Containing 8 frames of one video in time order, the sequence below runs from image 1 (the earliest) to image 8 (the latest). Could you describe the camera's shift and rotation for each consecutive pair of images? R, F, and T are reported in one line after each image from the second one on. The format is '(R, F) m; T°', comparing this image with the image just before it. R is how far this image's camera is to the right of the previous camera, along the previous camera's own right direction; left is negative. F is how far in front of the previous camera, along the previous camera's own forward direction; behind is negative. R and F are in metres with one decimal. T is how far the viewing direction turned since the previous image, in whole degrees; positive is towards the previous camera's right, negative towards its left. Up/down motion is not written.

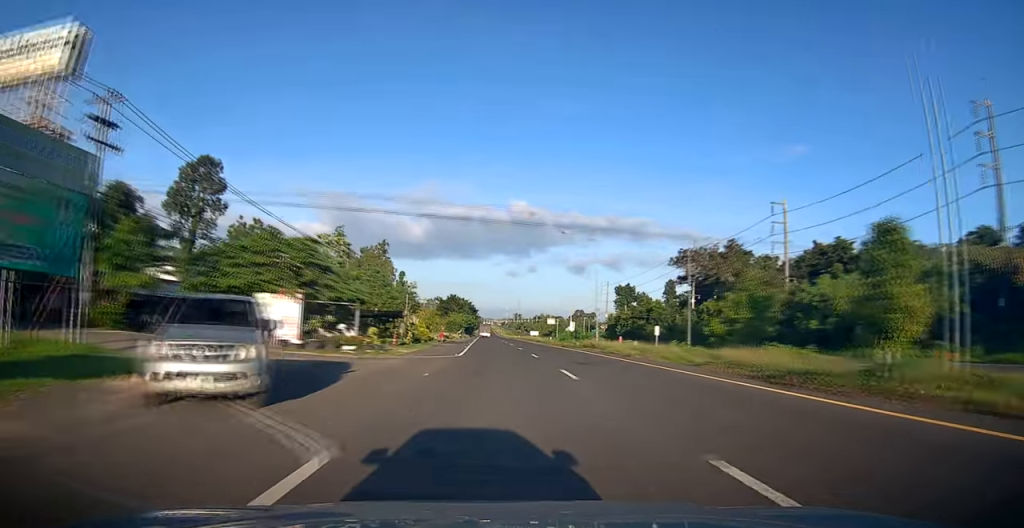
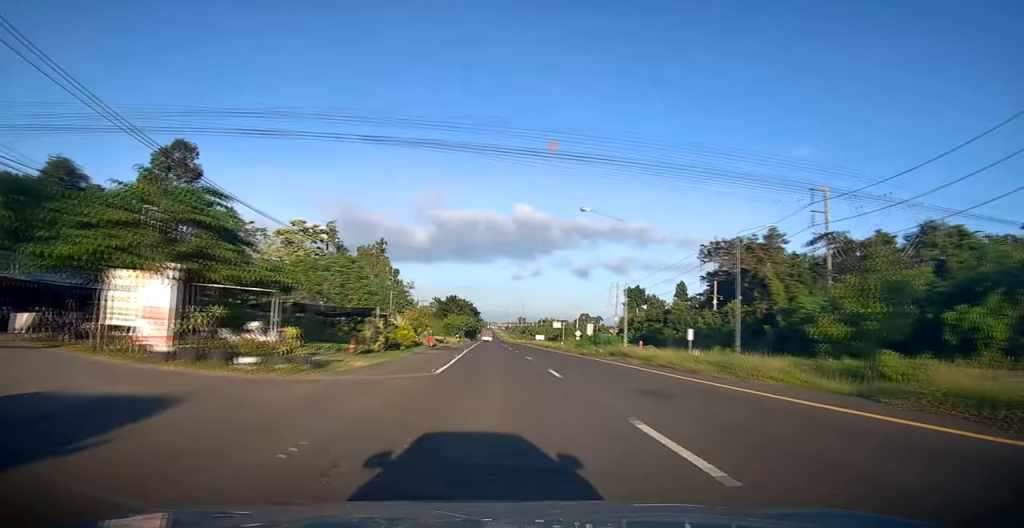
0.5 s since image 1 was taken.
(-0.1, +9.5) m; 0°
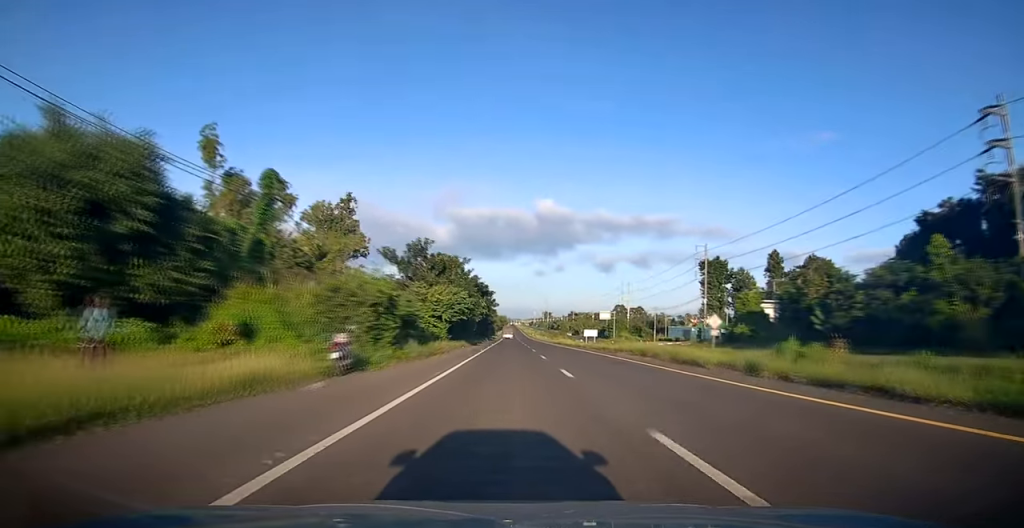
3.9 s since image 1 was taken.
(-1.5, +60.5) m; -3°
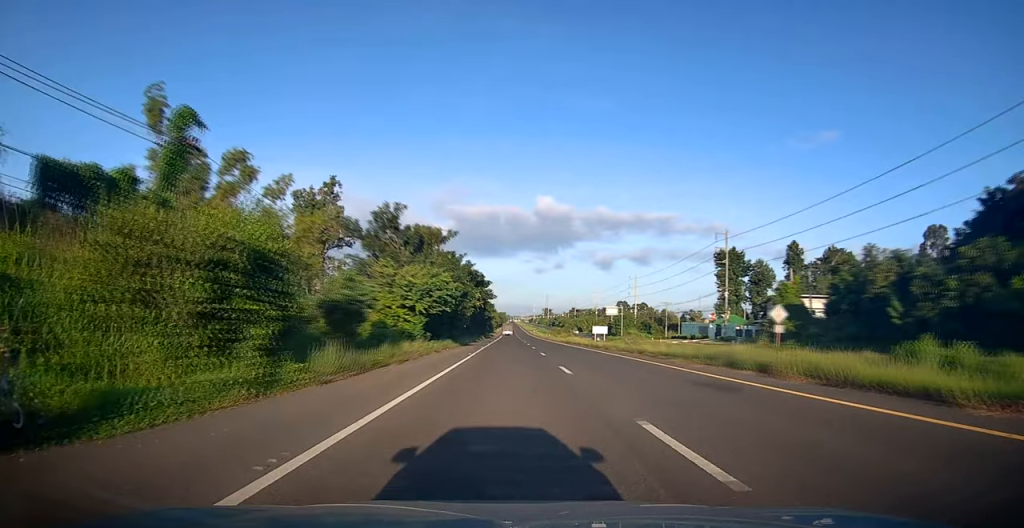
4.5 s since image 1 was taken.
(+0.1, +11.4) m; 0°
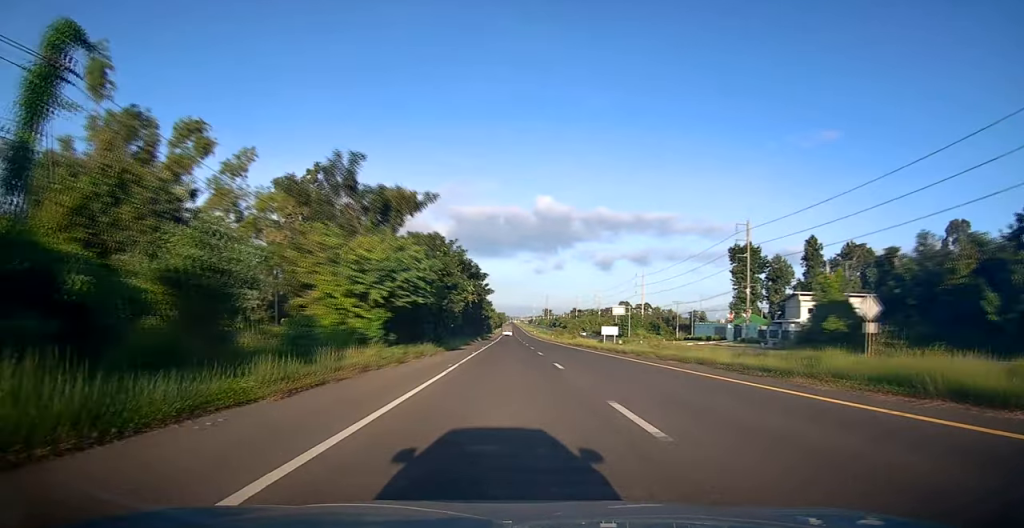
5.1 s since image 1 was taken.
(-0.1, +10.0) m; 0°
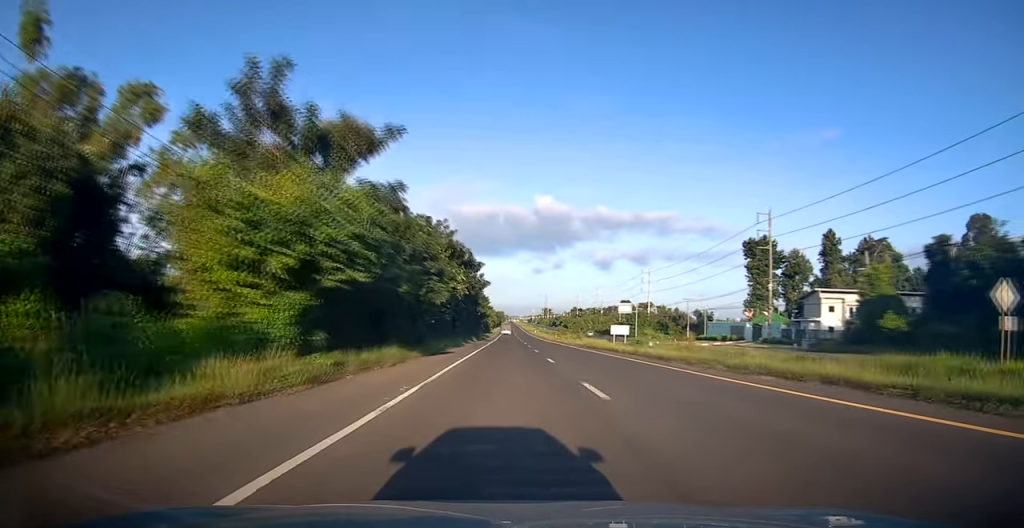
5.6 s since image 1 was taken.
(-0.1, +8.6) m; 0°
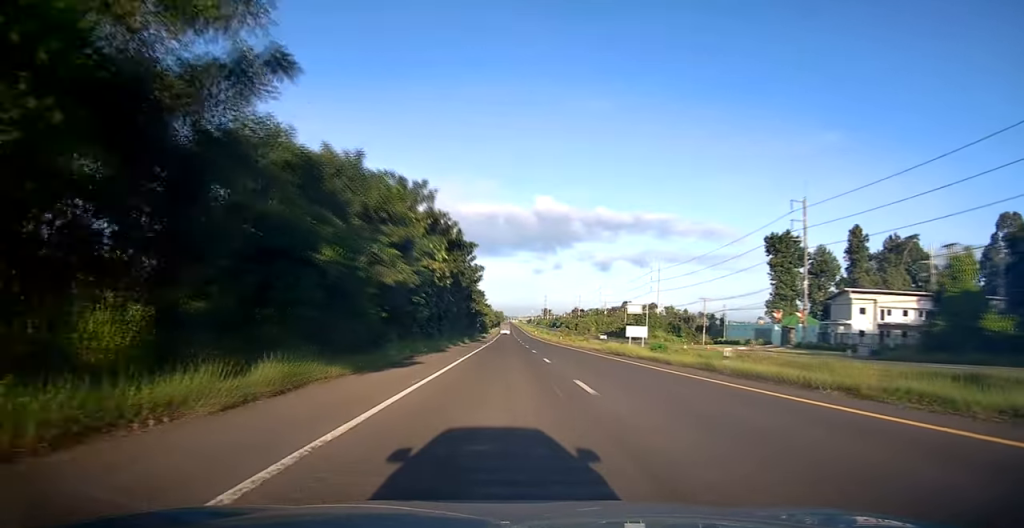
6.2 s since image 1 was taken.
(0.0, +10.7) m; 0°
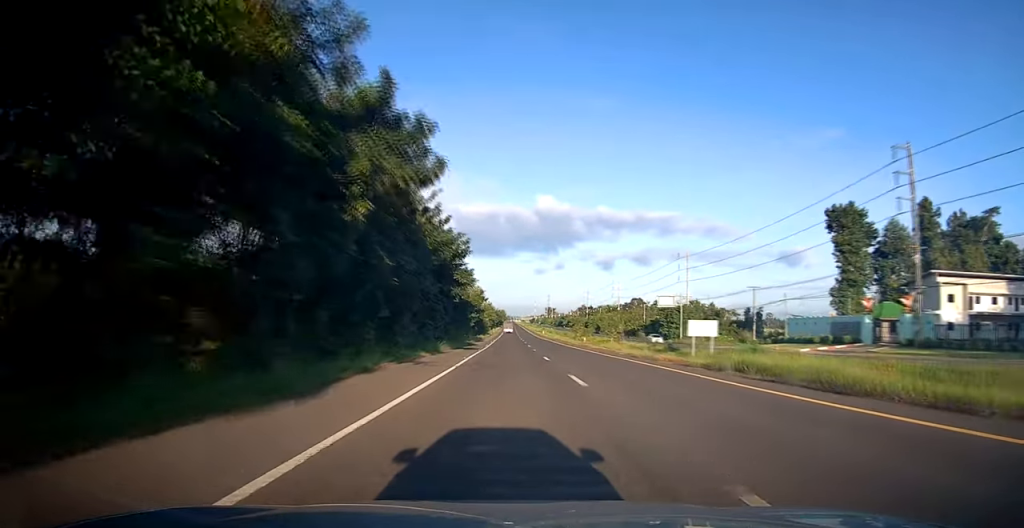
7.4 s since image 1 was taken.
(+0.3, +21.9) m; 0°
